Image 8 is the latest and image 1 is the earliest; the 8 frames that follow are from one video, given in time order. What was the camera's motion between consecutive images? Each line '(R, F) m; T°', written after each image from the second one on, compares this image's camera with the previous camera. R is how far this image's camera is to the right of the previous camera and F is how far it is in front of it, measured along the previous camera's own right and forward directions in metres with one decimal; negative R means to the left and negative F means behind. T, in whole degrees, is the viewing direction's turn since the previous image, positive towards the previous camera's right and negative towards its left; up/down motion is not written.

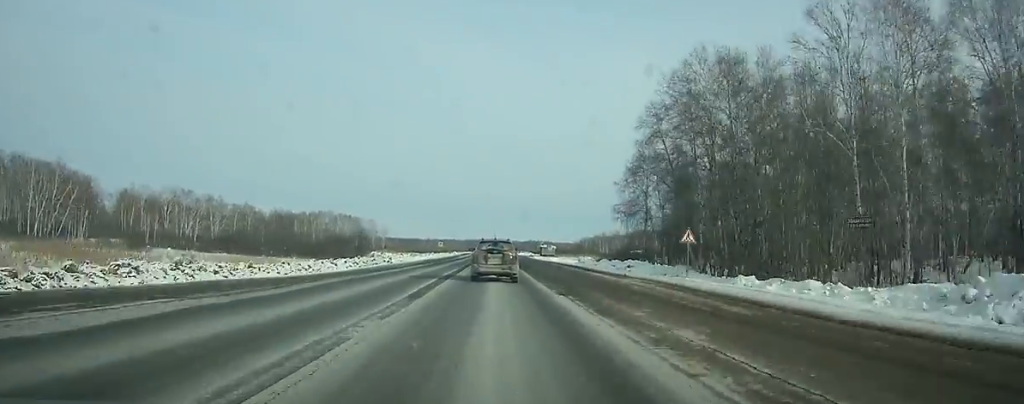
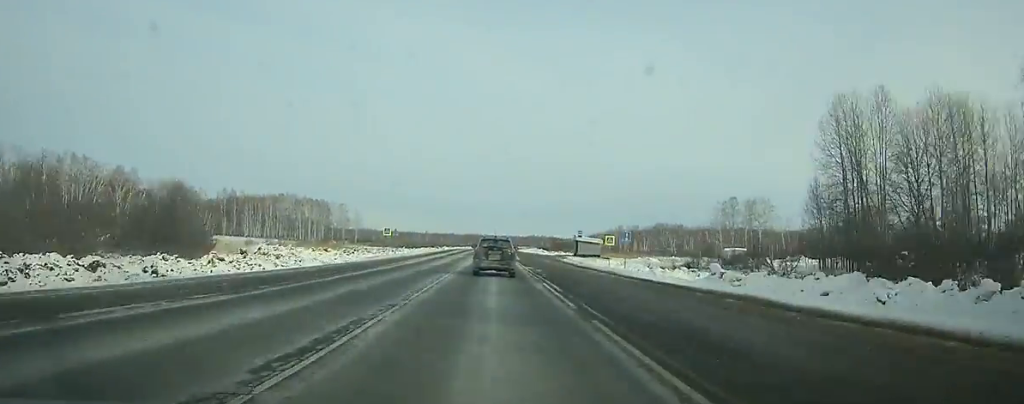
(0.0, +72.0) m; 0°
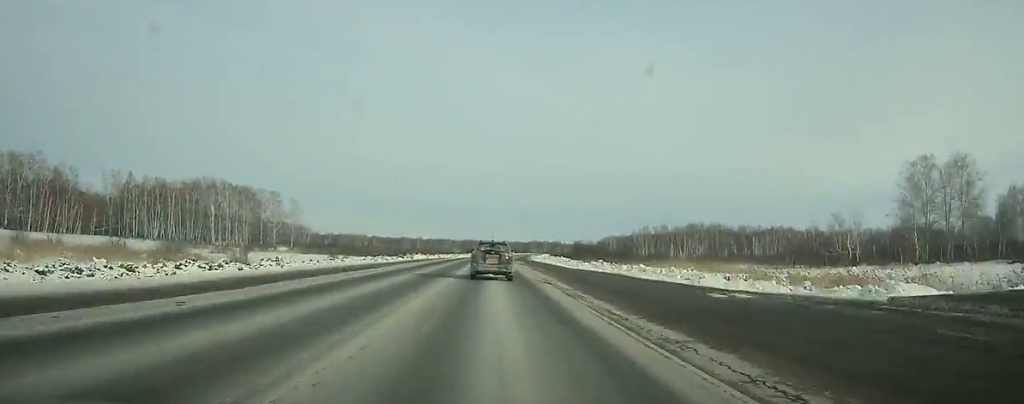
(0.0, +86.8) m; 0°
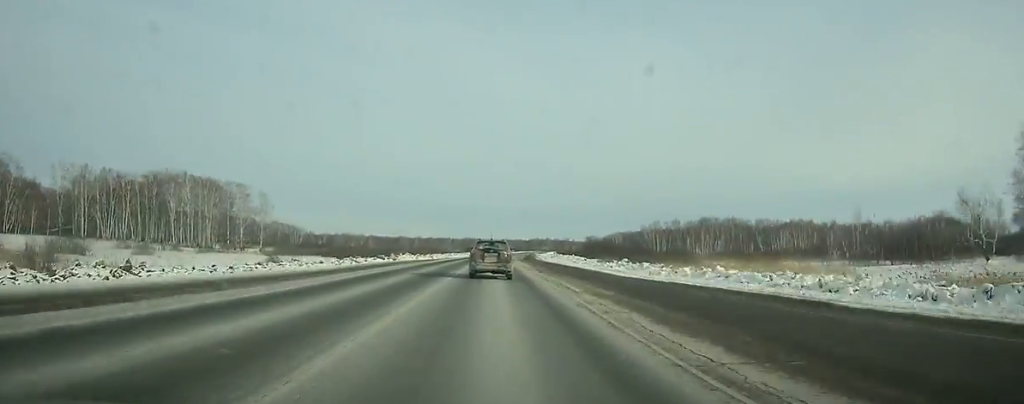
(-0.1, +25.7) m; 0°
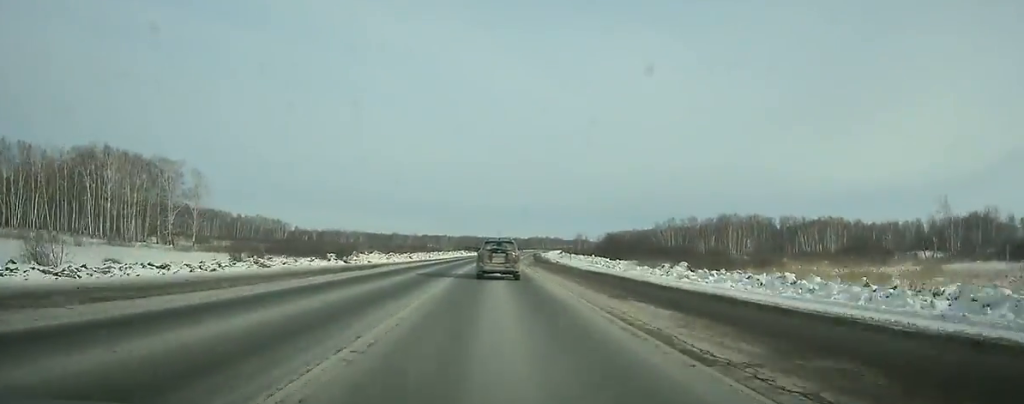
(+0.1, +36.6) m; +1°
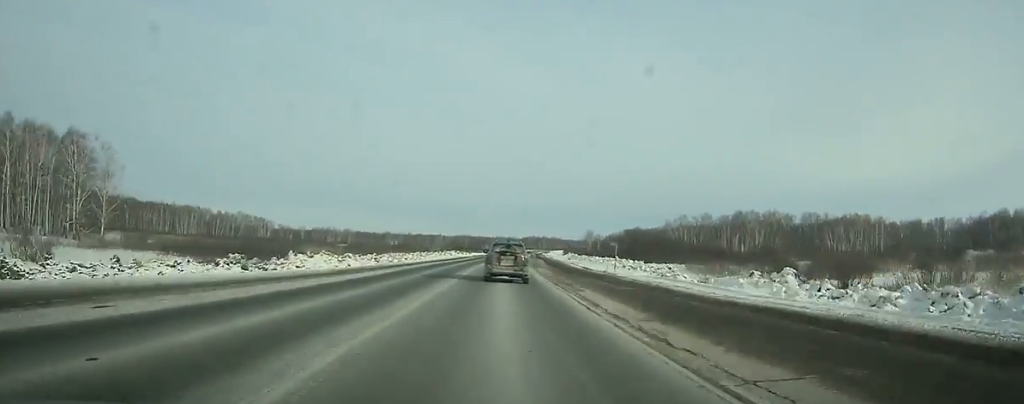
(+0.1, +30.3) m; +1°
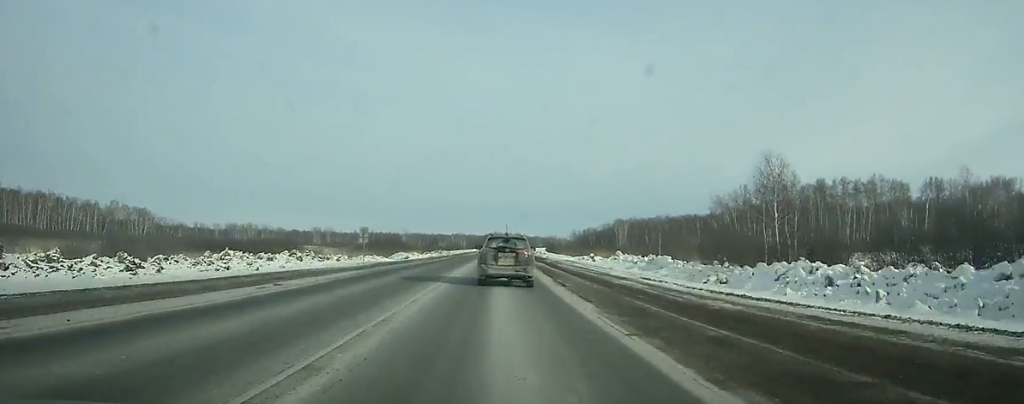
(+3.6, +124.0) m; +3°
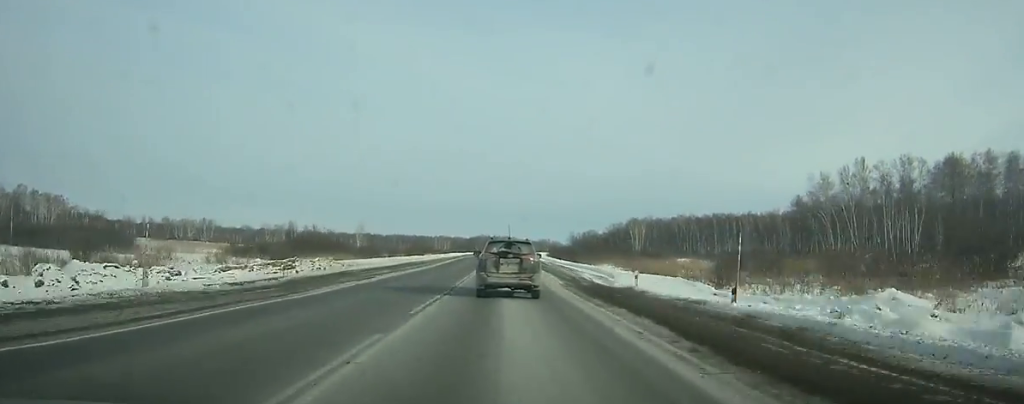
(+0.9, +74.6) m; +1°
